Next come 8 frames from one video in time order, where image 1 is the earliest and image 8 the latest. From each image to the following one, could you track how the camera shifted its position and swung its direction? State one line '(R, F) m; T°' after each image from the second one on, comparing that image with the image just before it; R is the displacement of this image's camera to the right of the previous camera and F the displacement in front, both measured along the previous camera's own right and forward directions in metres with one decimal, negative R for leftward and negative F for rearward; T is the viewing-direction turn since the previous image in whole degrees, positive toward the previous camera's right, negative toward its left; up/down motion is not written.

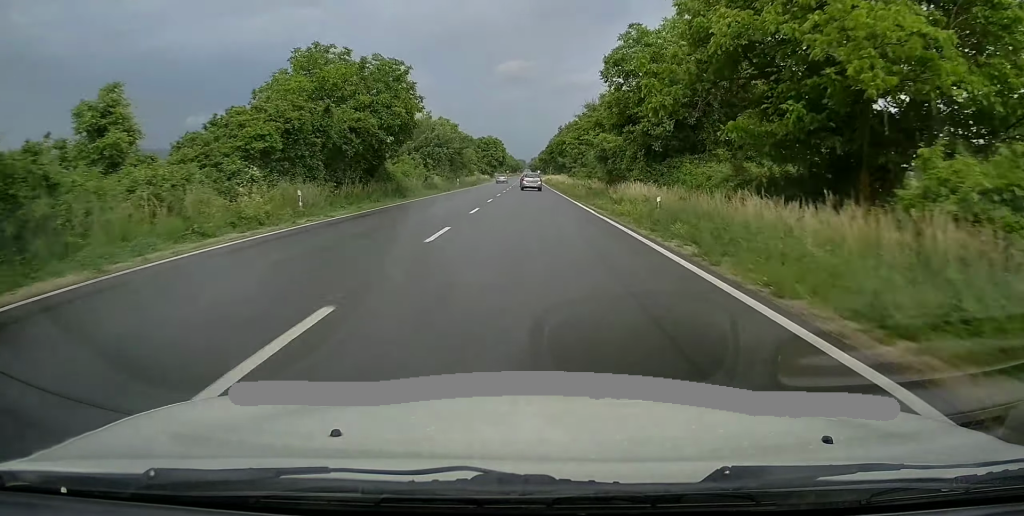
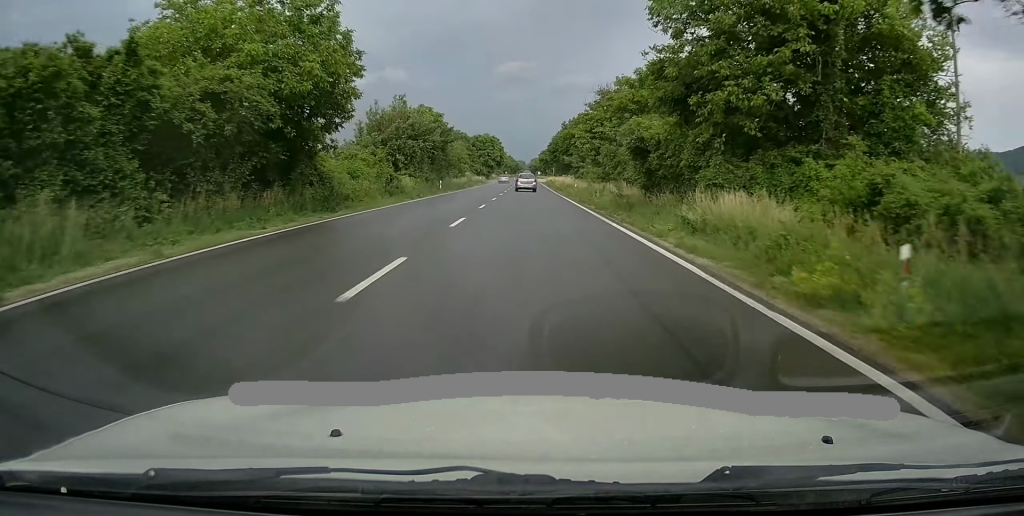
(-0.2, +14.3) m; 0°
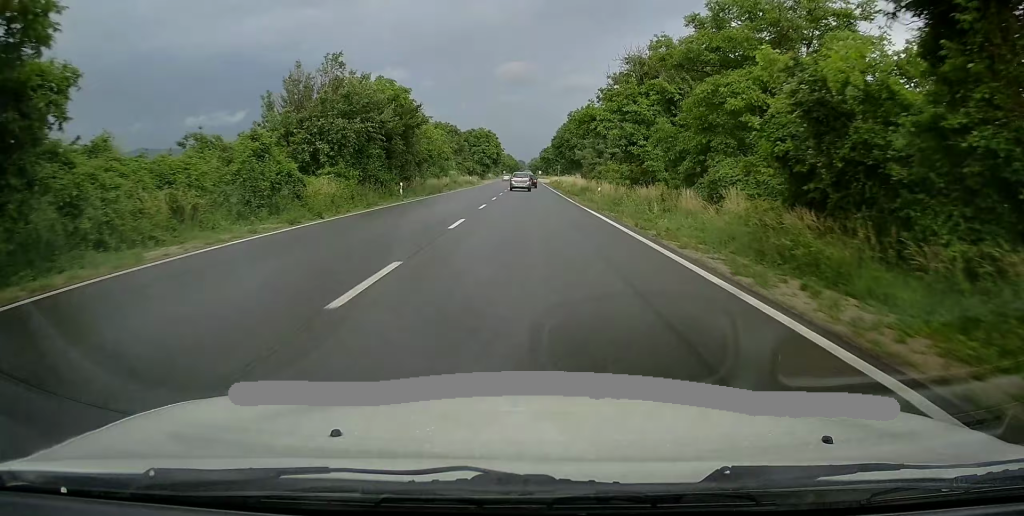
(0.0, +18.4) m; 0°
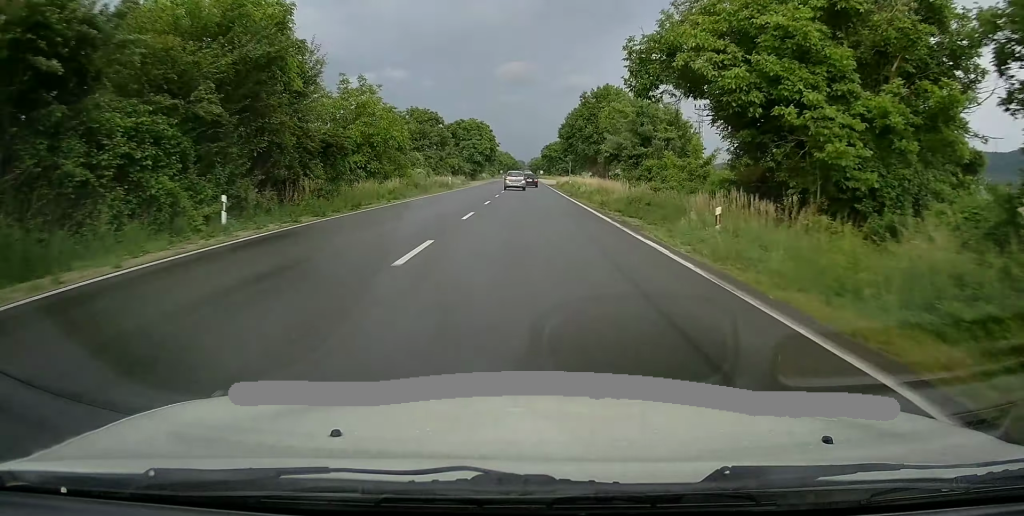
(+0.1, +24.0) m; 0°
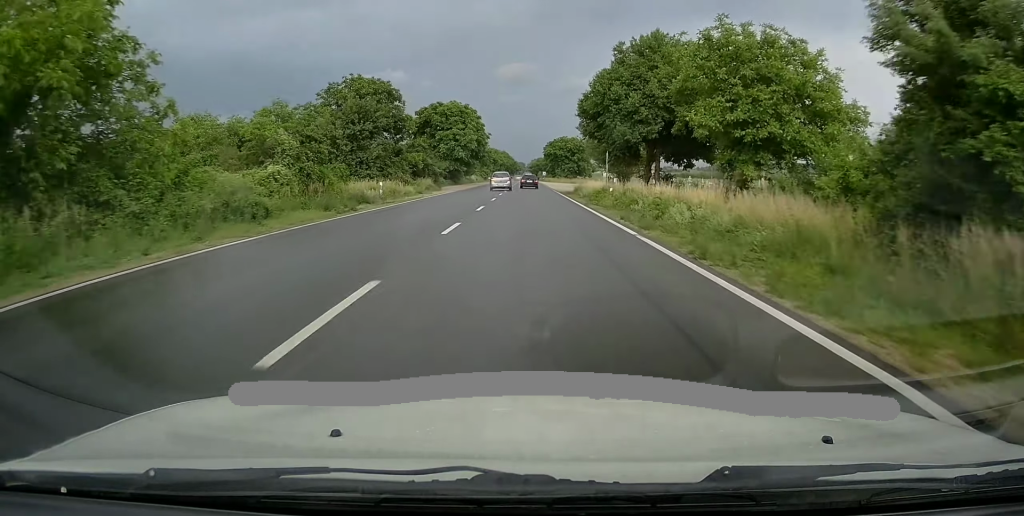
(0.0, +31.0) m; 0°
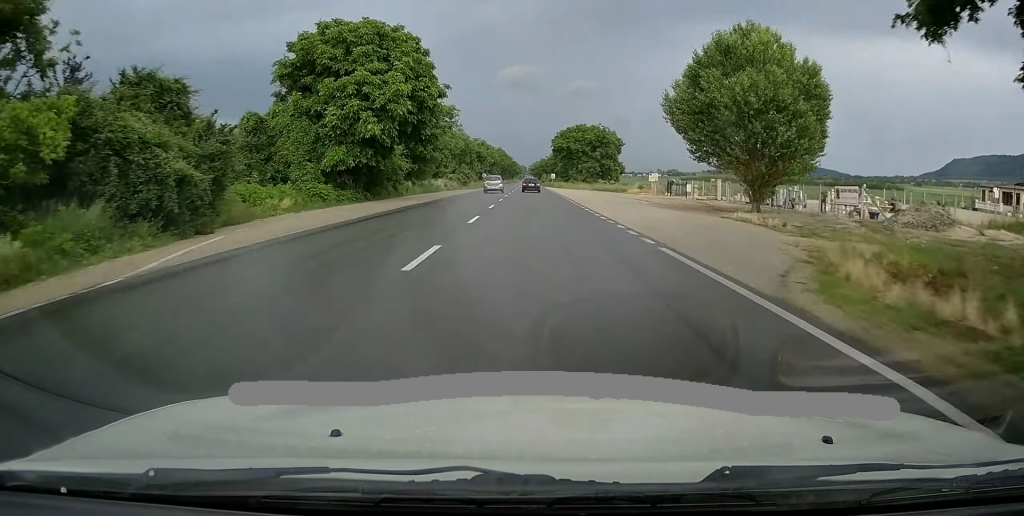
(+0.1, +49.0) m; 0°
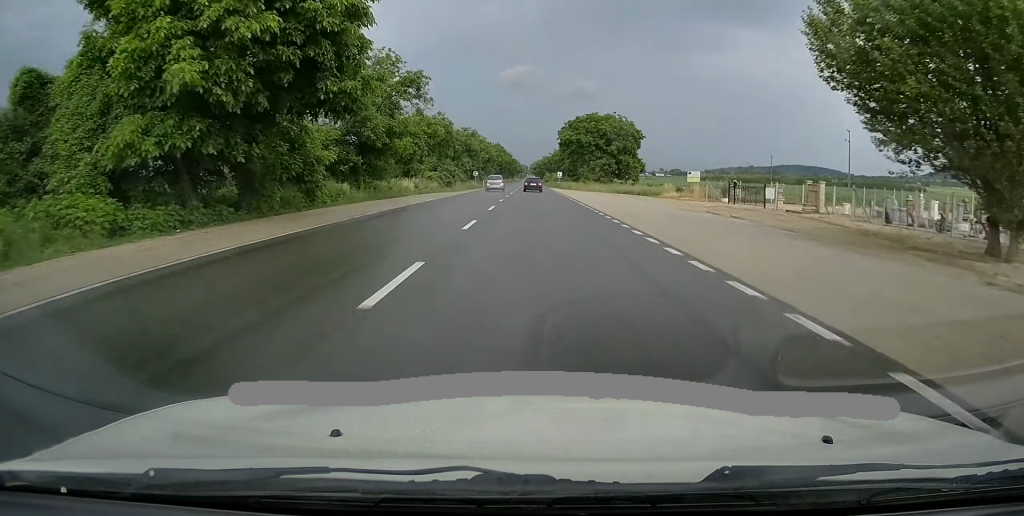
(0.0, +20.1) m; 0°
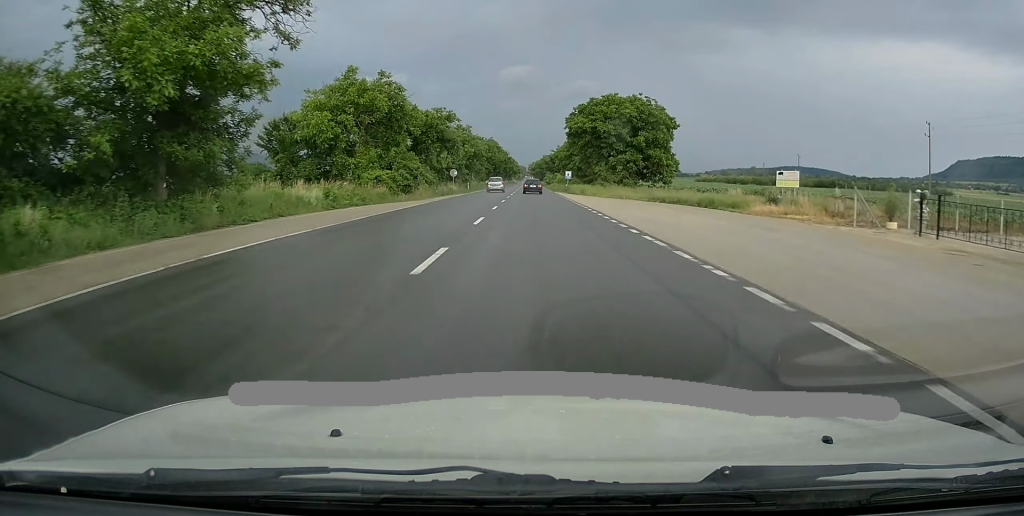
(-0.1, +24.3) m; 0°
